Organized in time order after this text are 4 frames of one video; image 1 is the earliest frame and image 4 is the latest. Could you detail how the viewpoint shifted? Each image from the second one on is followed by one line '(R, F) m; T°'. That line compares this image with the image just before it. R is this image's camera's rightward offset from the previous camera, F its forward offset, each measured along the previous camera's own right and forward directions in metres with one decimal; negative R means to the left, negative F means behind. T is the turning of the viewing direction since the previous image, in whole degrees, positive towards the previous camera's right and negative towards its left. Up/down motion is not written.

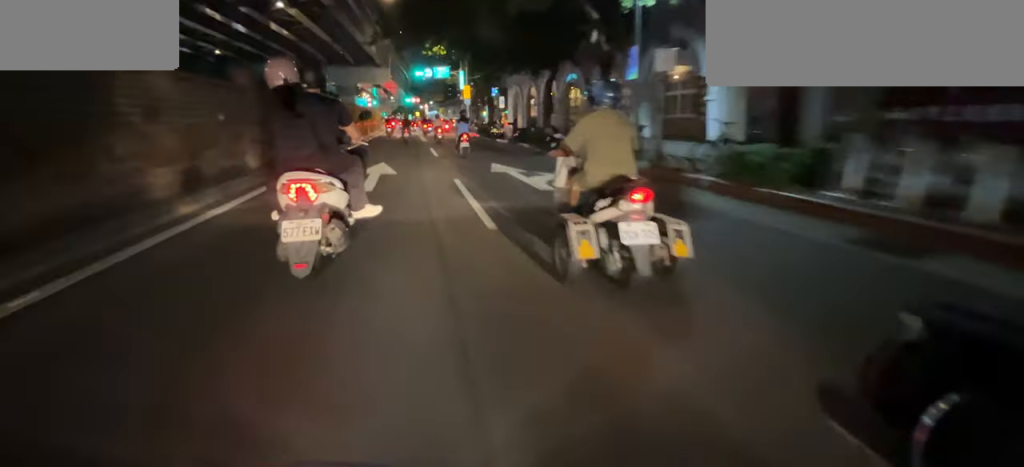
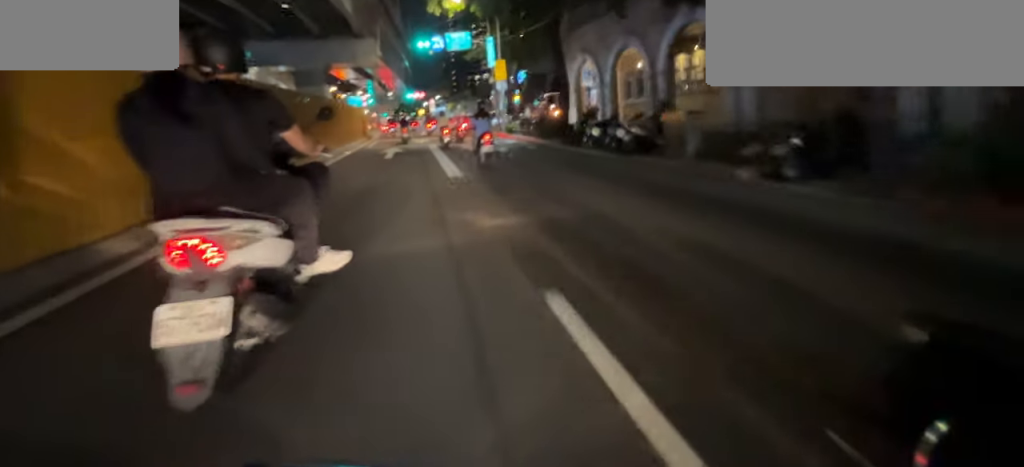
(-0.1, +15.3) m; -1°
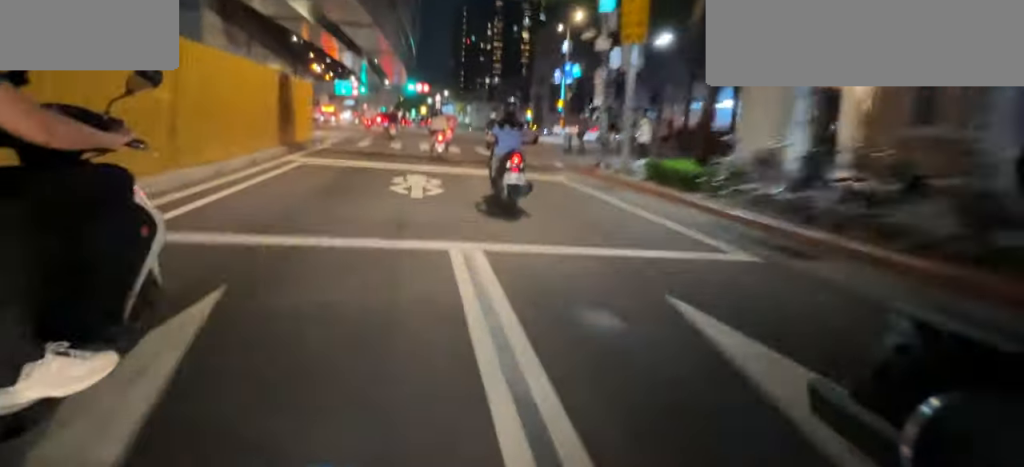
(0.0, +16.7) m; 0°
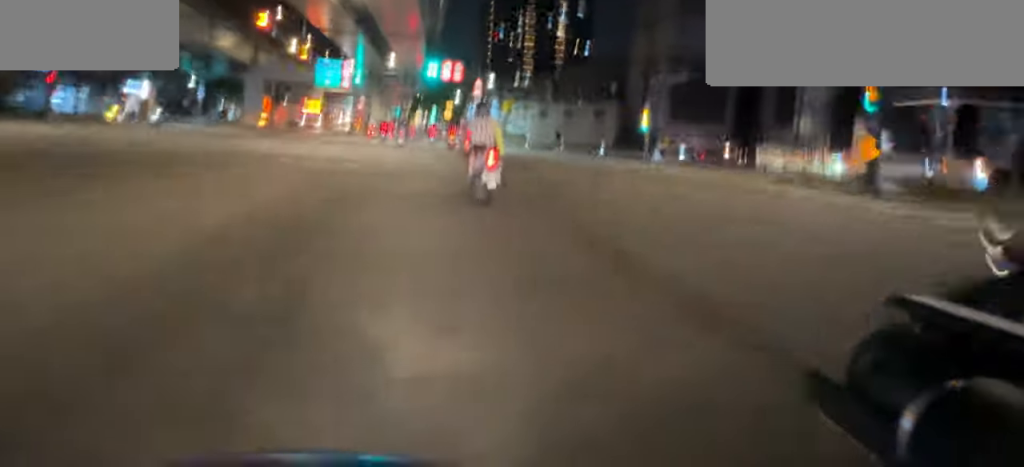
(+0.4, +28.2) m; +5°
